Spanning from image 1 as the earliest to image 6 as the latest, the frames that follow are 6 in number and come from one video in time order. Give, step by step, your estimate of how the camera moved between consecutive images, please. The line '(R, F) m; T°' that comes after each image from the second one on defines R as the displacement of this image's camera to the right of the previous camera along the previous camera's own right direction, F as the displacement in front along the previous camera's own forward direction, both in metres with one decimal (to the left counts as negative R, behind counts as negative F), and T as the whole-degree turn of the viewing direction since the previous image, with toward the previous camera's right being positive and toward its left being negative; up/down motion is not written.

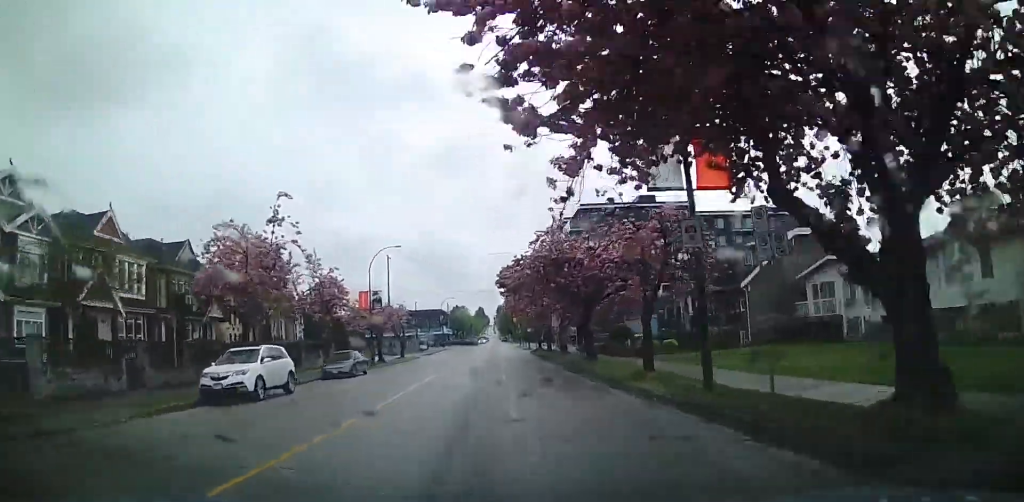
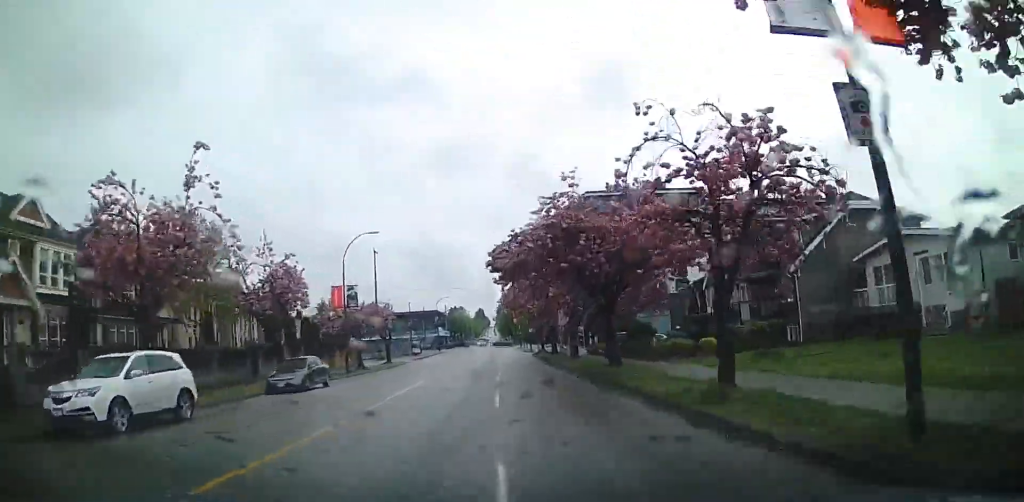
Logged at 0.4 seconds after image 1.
(+0.1, +6.9) m; 0°
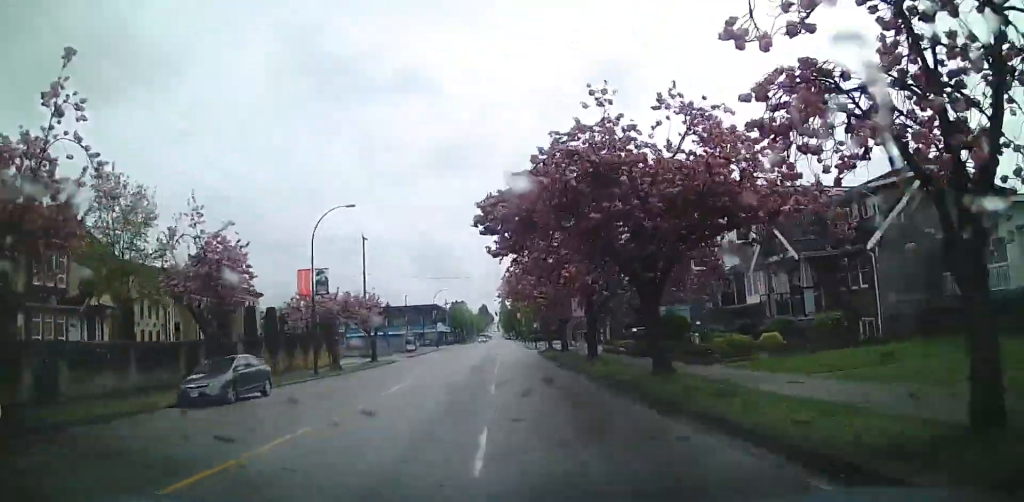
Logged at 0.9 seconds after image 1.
(+0.2, +6.8) m; 0°
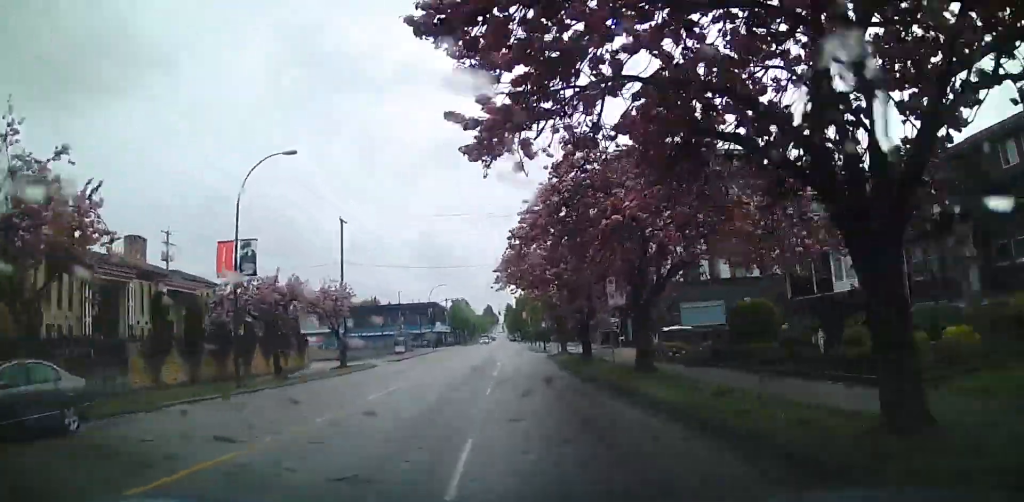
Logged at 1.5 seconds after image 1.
(0.0, +9.8) m; -1°
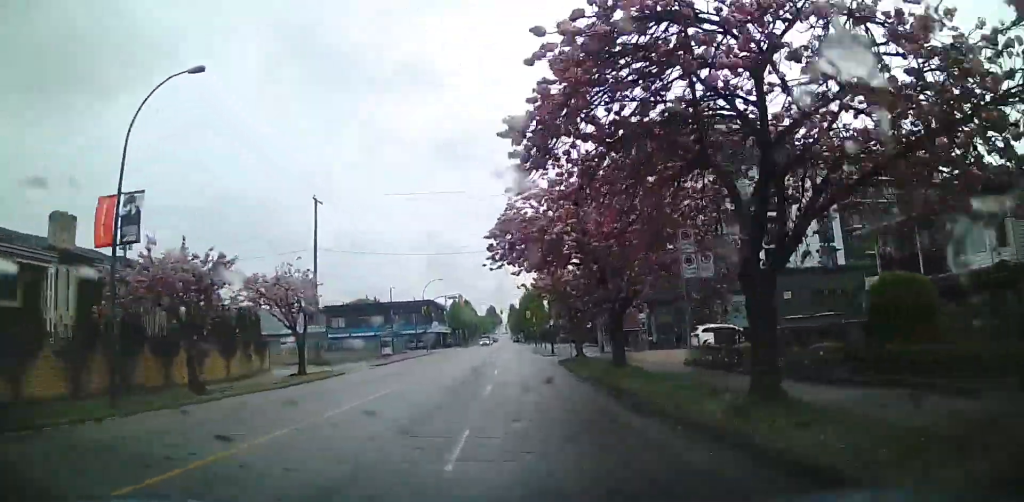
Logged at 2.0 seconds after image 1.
(-0.2, +8.1) m; -1°
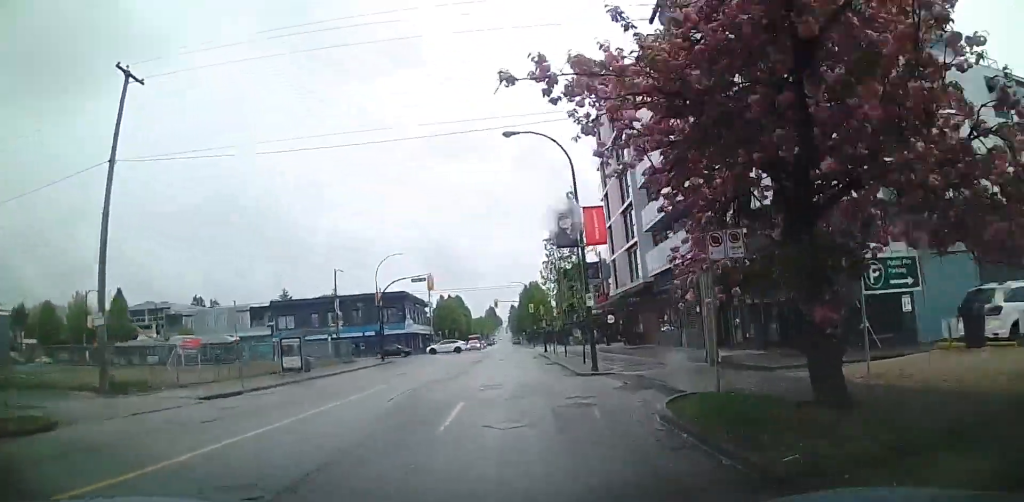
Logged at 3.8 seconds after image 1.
(-0.1, +24.7) m; 0°
